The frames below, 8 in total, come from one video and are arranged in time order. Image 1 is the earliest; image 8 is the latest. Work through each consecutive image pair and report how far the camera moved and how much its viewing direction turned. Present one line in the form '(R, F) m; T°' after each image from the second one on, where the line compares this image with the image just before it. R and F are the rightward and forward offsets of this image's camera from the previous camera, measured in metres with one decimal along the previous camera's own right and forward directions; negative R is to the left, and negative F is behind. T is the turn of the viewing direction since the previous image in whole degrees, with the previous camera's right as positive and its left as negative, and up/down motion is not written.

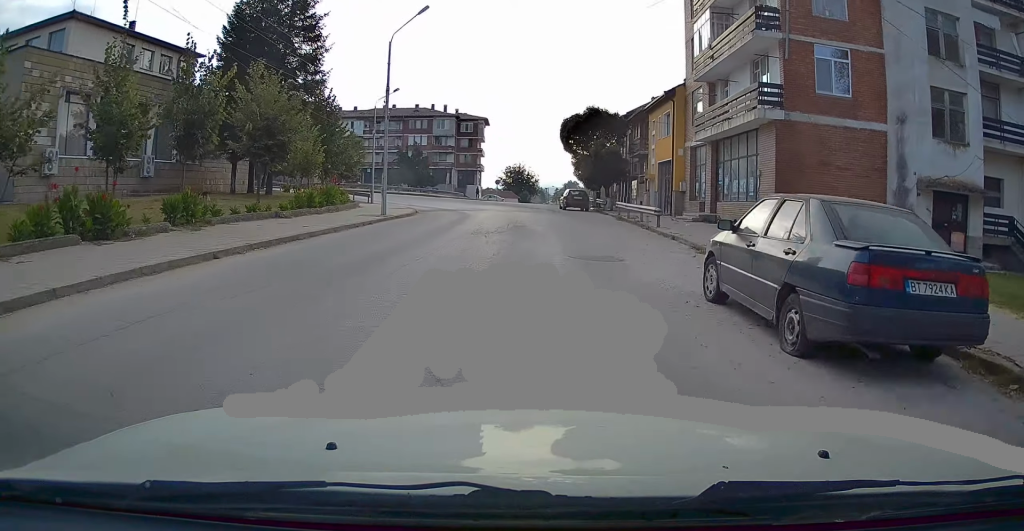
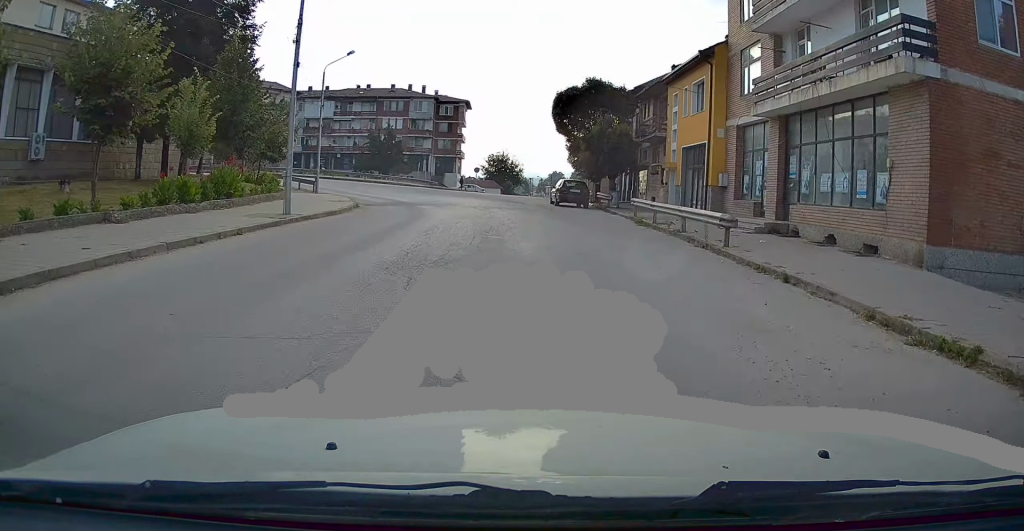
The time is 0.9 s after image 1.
(+0.4, +10.1) m; 0°
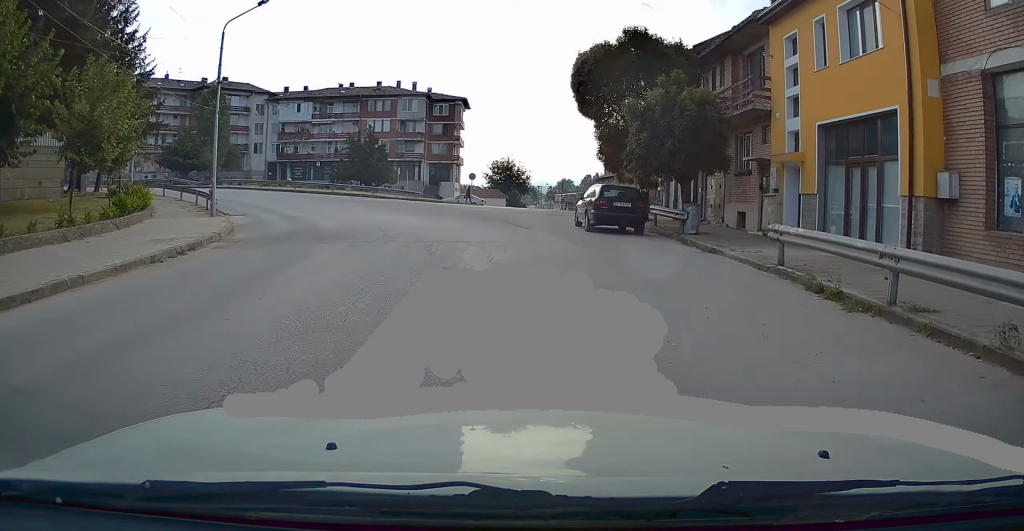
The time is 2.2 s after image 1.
(-0.4, +14.9) m; -2°
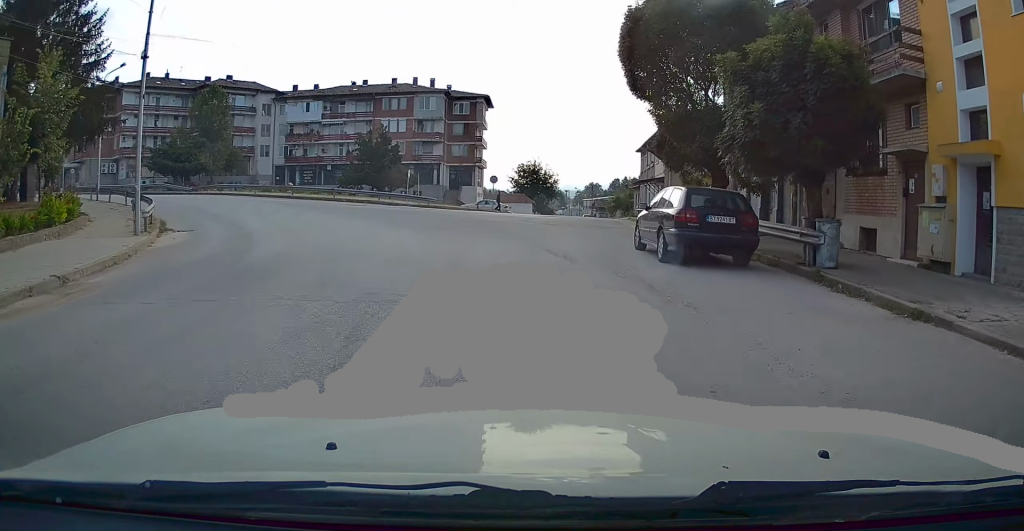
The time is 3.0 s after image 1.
(0.0, +7.5) m; 0°
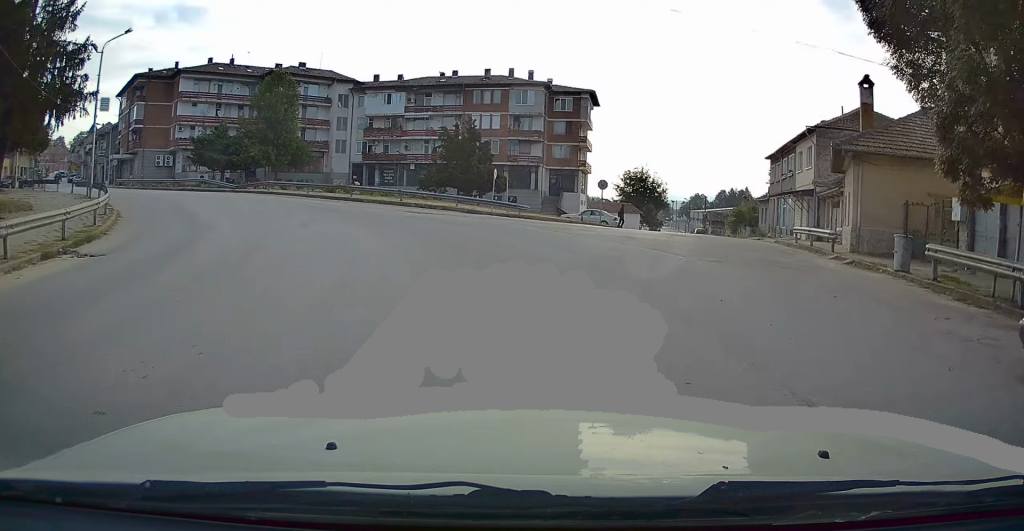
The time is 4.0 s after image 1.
(0.0, +10.3) m; -5°
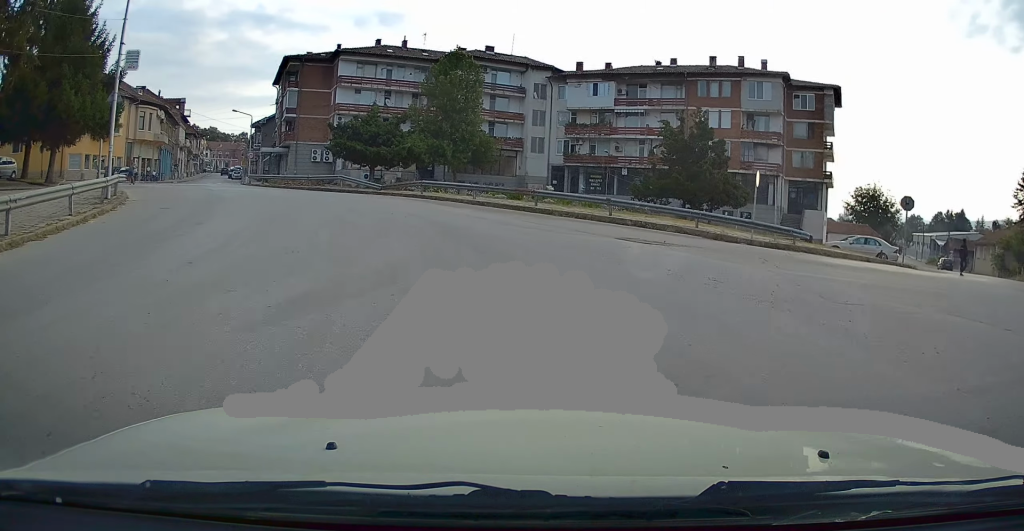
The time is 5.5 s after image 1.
(-1.6, +13.1) m; -13°
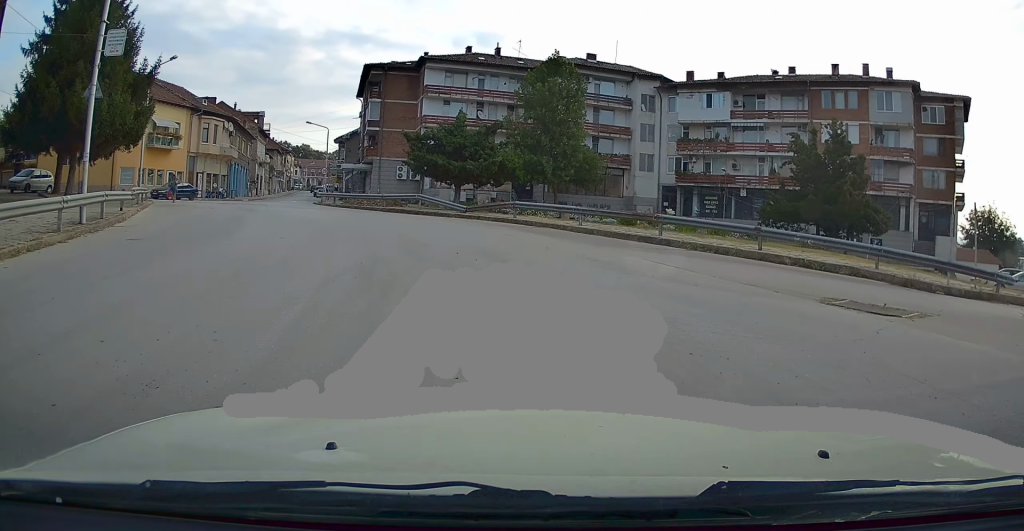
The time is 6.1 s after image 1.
(0.0, +6.2) m; -7°
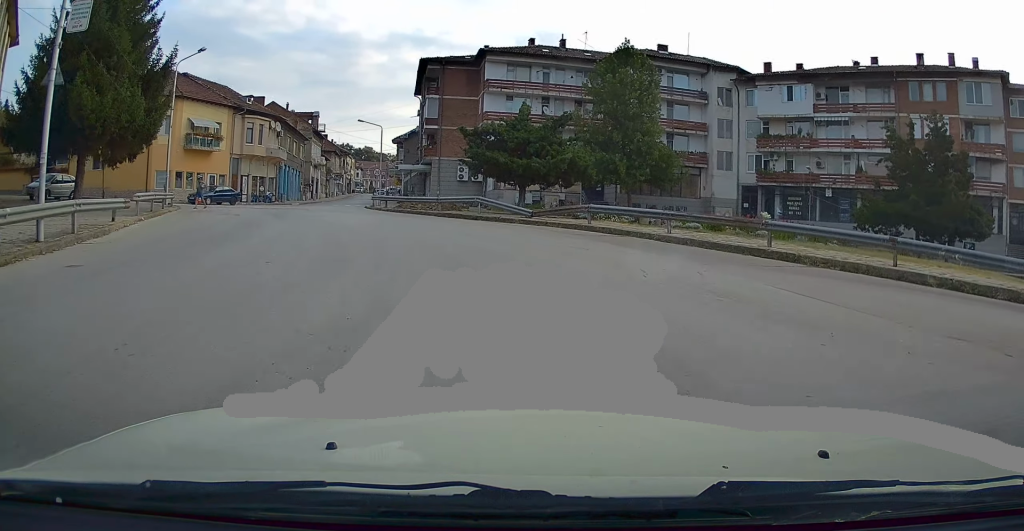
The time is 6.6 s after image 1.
(-0.5, +4.1) m; -5°
